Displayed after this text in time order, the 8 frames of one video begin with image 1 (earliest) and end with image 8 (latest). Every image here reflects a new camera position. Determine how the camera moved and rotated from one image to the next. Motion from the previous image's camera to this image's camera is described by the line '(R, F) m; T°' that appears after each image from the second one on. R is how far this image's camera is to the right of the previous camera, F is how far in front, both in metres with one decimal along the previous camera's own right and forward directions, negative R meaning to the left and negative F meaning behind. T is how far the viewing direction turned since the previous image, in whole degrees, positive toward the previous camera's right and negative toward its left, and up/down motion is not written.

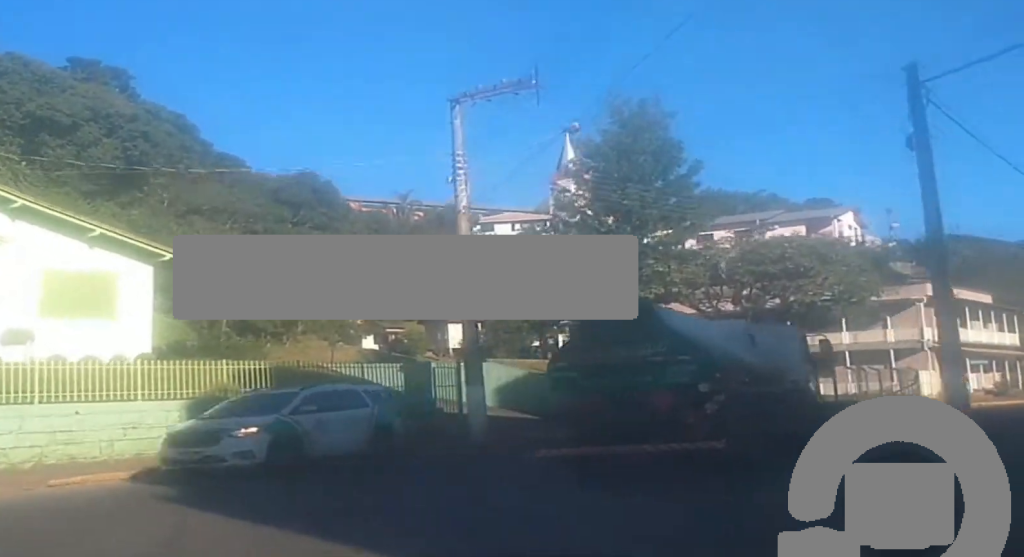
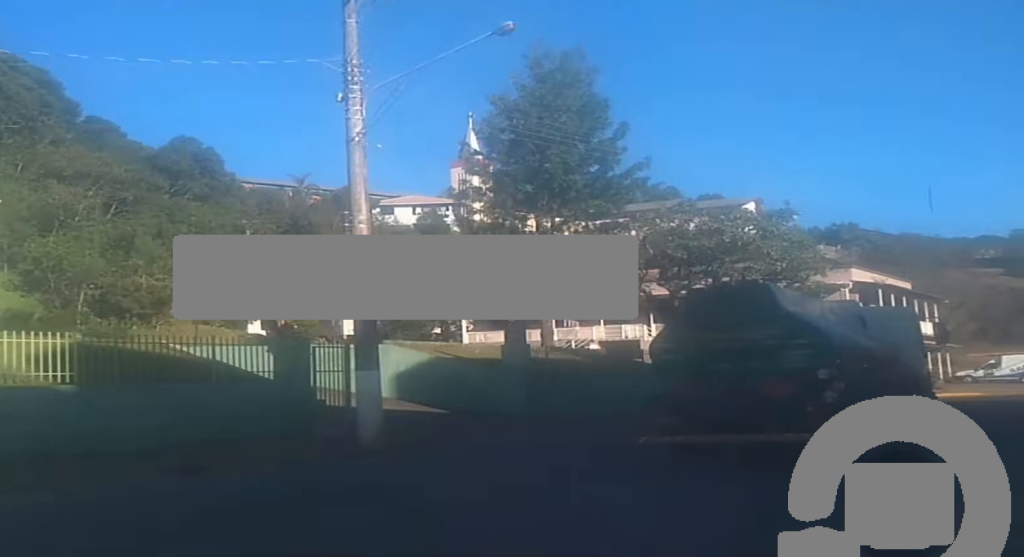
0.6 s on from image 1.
(+0.1, +7.0) m; +3°
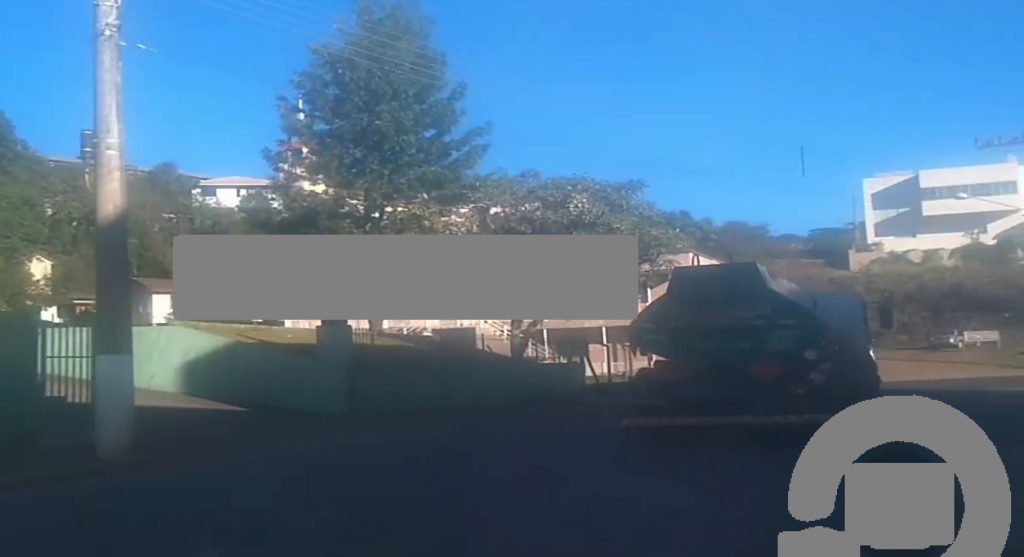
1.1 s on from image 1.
(-0.2, +5.4) m; +4°
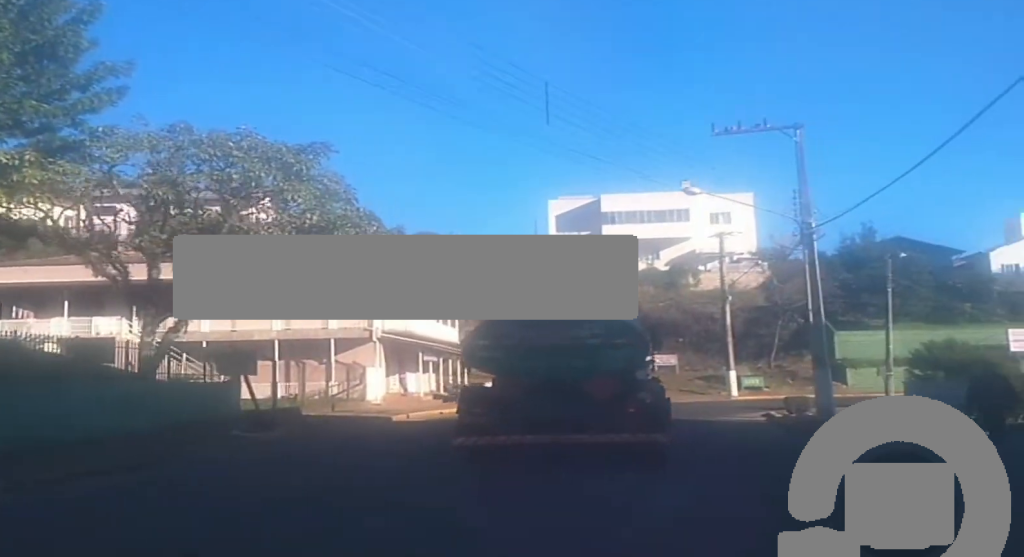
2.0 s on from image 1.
(+0.8, +9.3) m; +7°
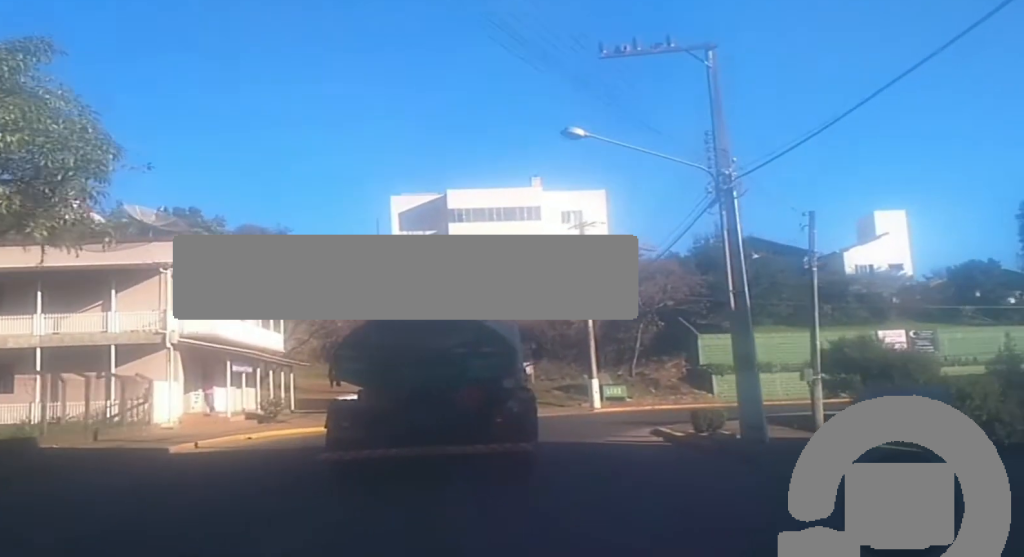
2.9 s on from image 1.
(+0.5, +8.5) m; +11°
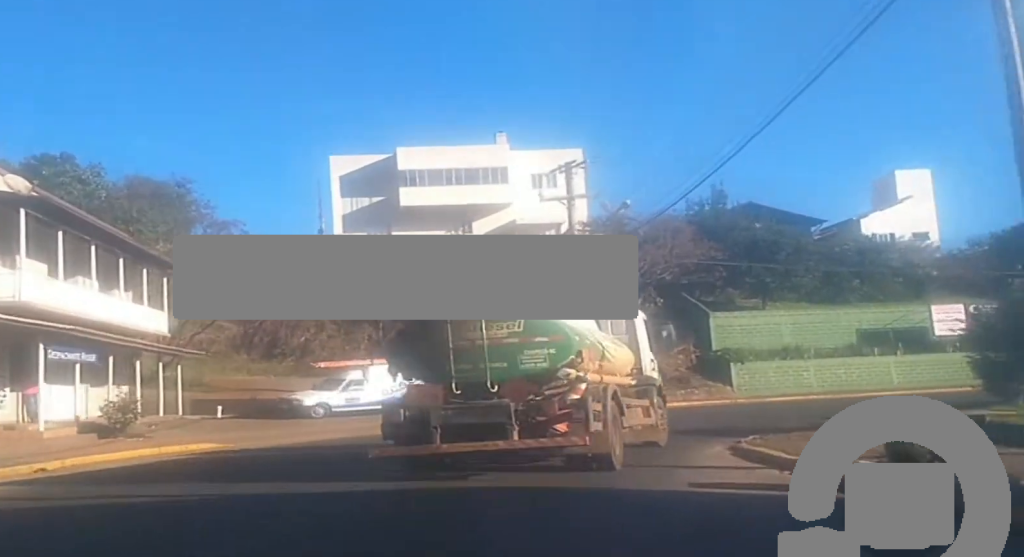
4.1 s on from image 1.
(+2.4, +11.7) m; +21°
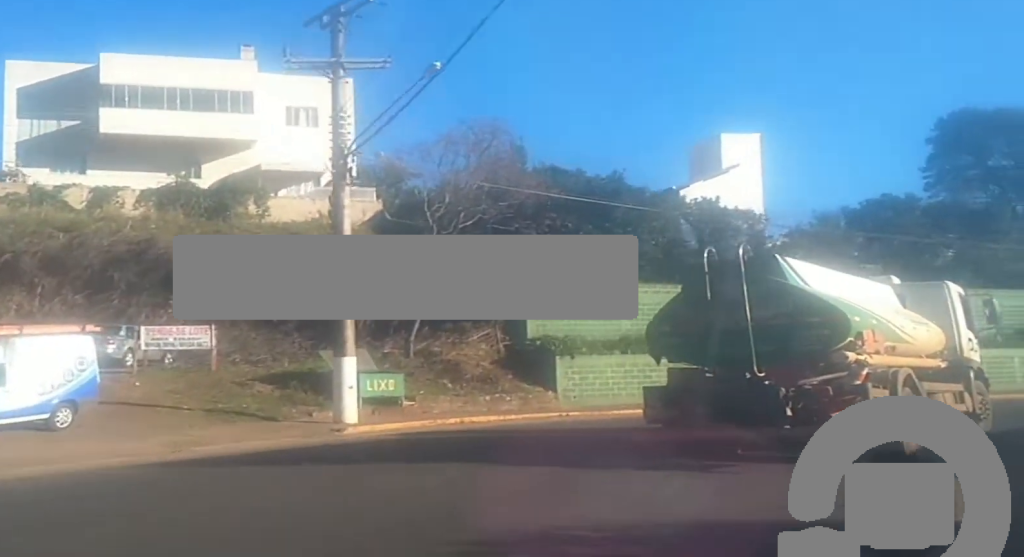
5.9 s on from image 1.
(+1.4, +16.4) m; +15°
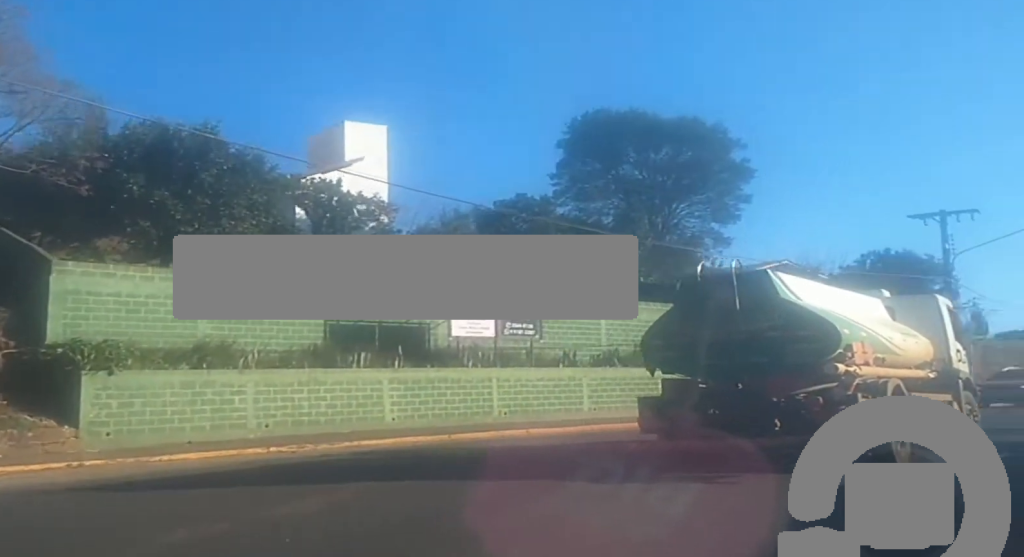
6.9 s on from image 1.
(+1.8, +9.2) m; +22°
